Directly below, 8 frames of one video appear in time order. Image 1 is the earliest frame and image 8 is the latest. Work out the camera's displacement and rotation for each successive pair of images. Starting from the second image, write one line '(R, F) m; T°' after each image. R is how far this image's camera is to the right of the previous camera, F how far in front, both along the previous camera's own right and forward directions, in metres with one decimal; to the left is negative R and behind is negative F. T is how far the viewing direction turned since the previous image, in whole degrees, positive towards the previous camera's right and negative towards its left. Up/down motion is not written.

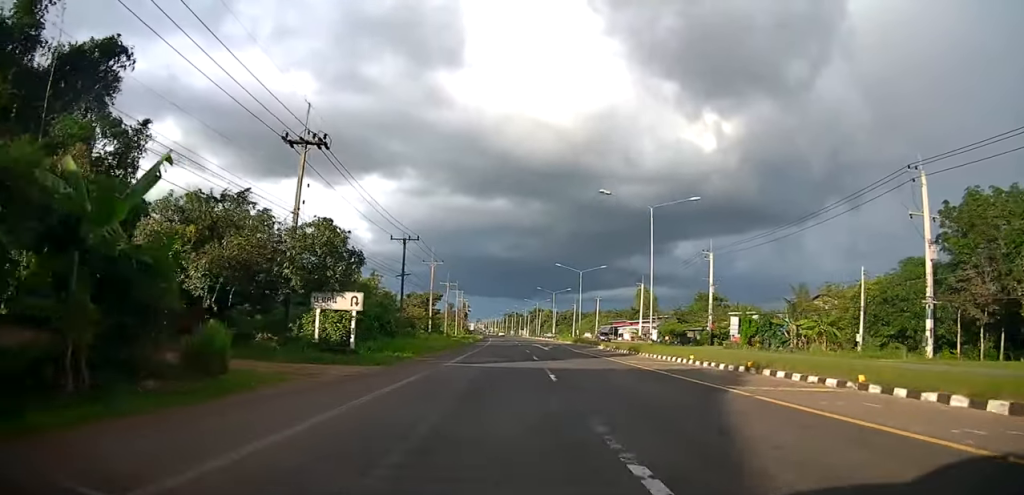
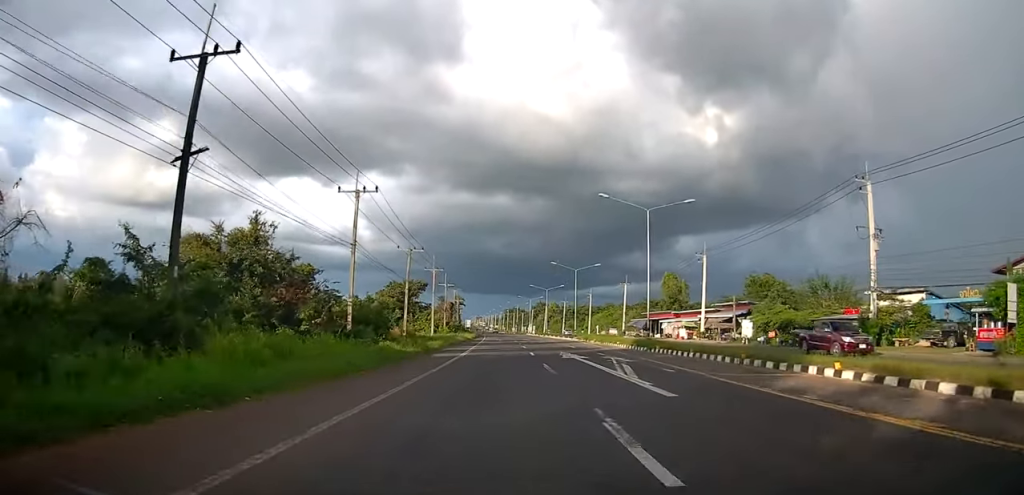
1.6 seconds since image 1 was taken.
(+1.2, +34.8) m; 0°
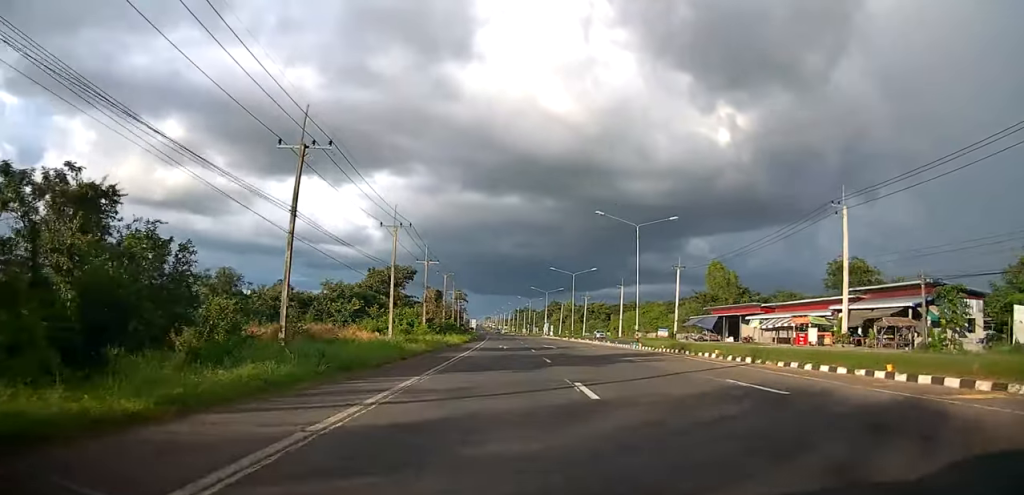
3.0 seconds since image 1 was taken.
(-1.0, +30.9) m; -3°
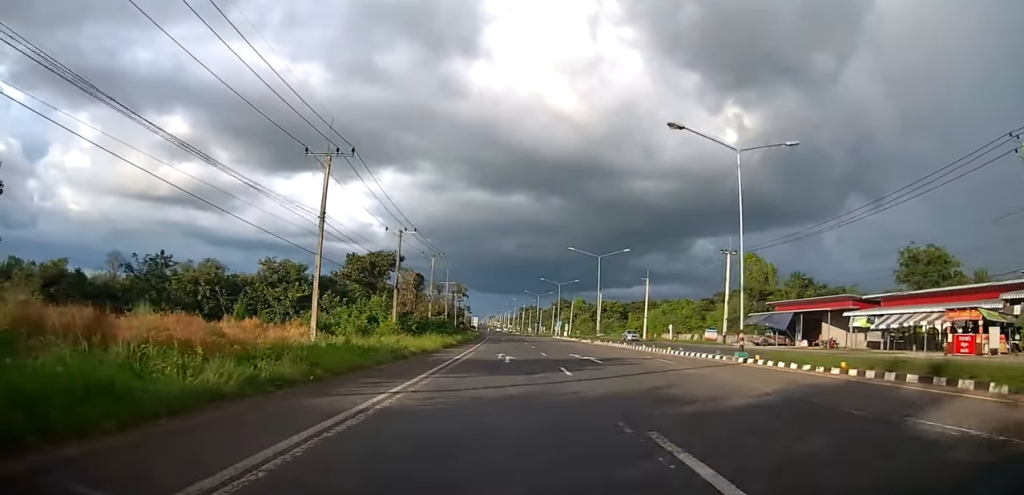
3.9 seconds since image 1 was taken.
(-0.2, +18.4) m; +2°
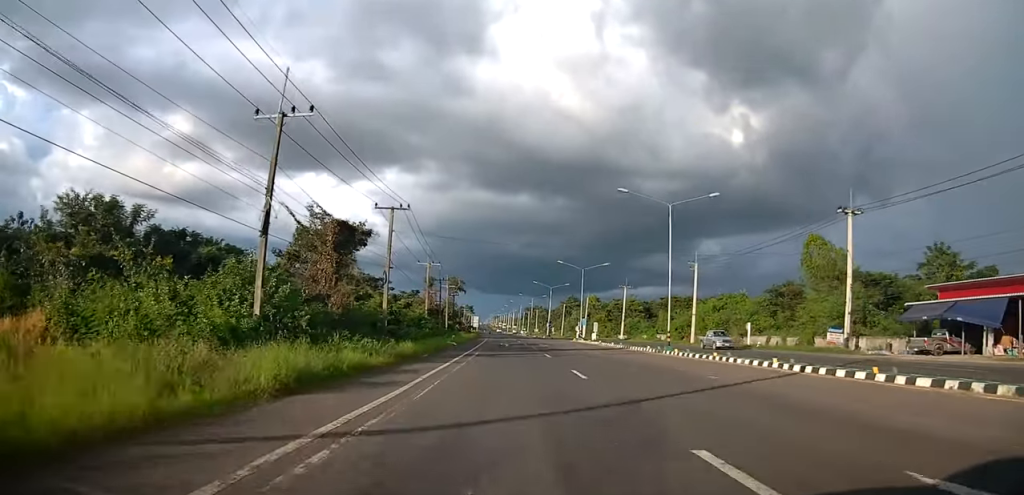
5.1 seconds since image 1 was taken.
(+0.7, +25.3) m; 0°
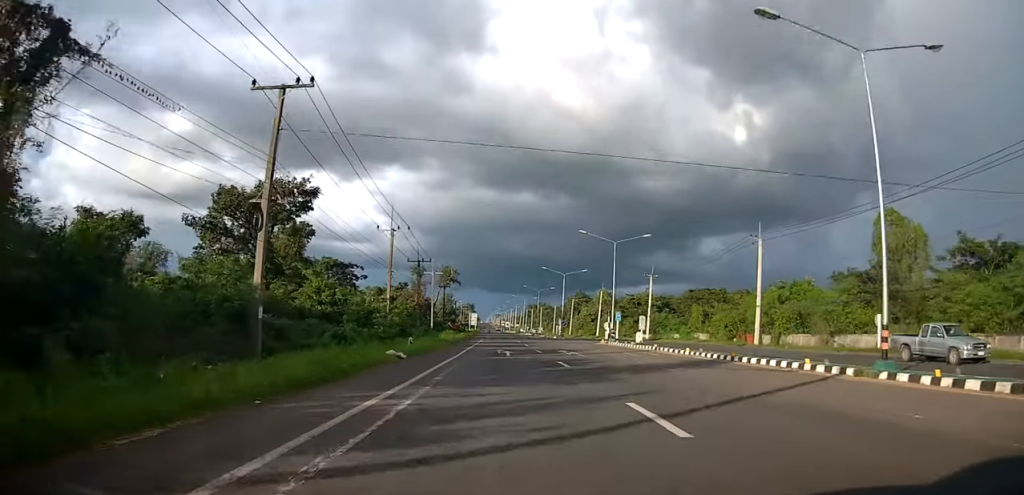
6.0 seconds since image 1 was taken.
(-0.7, +20.6) m; -2°
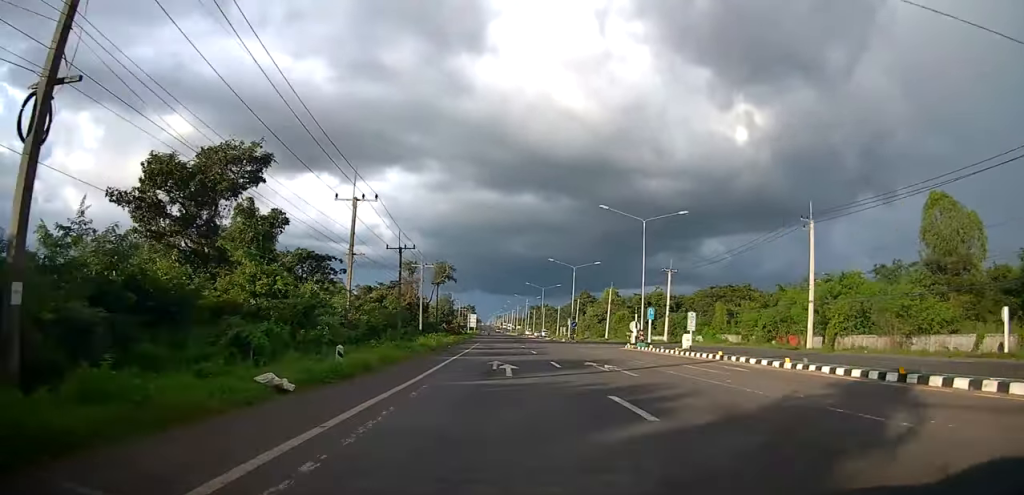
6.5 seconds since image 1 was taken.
(0.0, +10.8) m; 0°
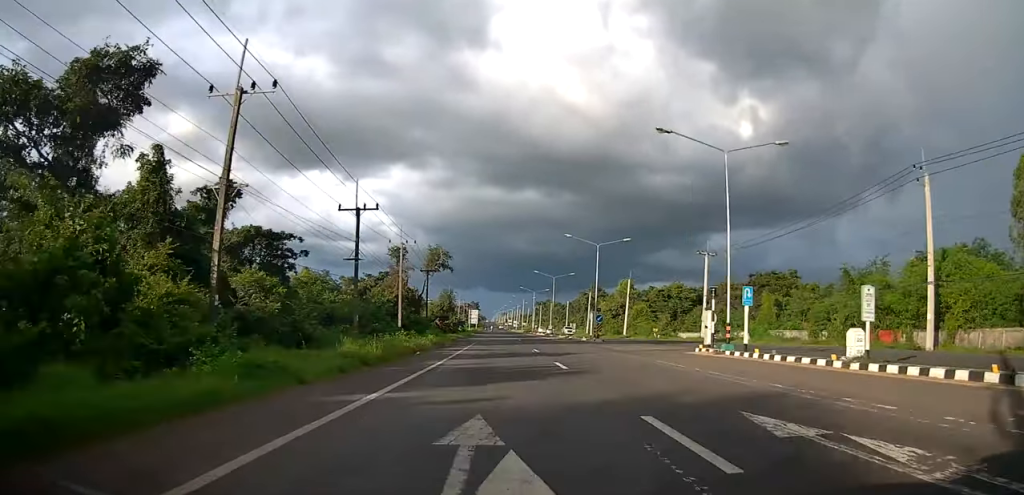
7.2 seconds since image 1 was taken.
(0.0, +15.2) m; +1°
